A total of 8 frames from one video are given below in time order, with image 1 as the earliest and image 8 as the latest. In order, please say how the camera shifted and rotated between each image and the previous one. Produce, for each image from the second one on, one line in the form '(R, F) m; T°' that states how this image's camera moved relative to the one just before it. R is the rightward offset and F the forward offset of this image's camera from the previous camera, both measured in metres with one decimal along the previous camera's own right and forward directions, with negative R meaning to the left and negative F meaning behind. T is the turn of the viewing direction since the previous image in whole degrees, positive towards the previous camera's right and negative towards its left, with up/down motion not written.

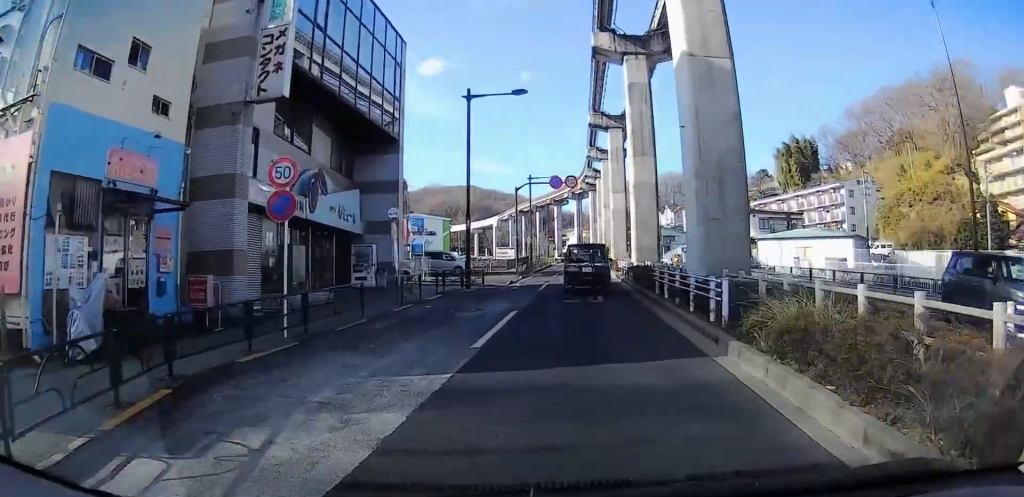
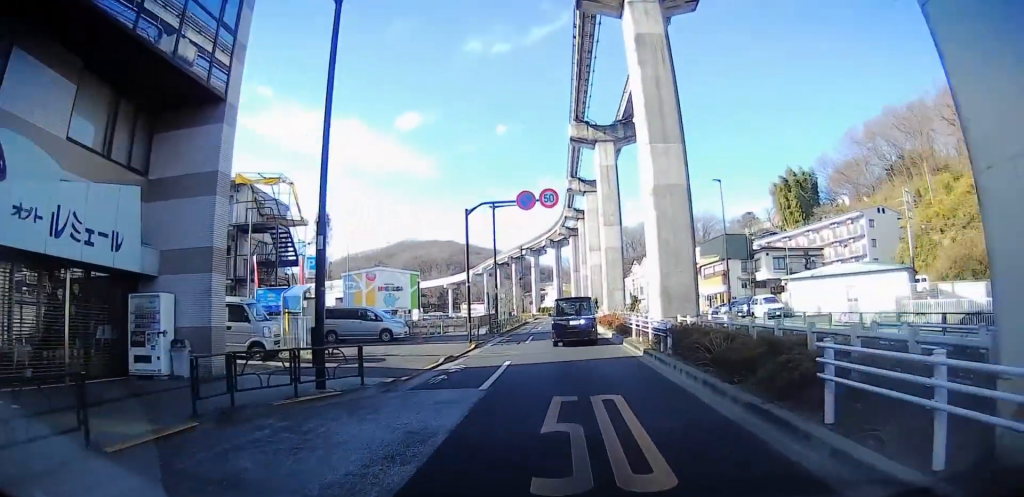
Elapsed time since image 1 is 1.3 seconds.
(0.0, +11.1) m; 0°
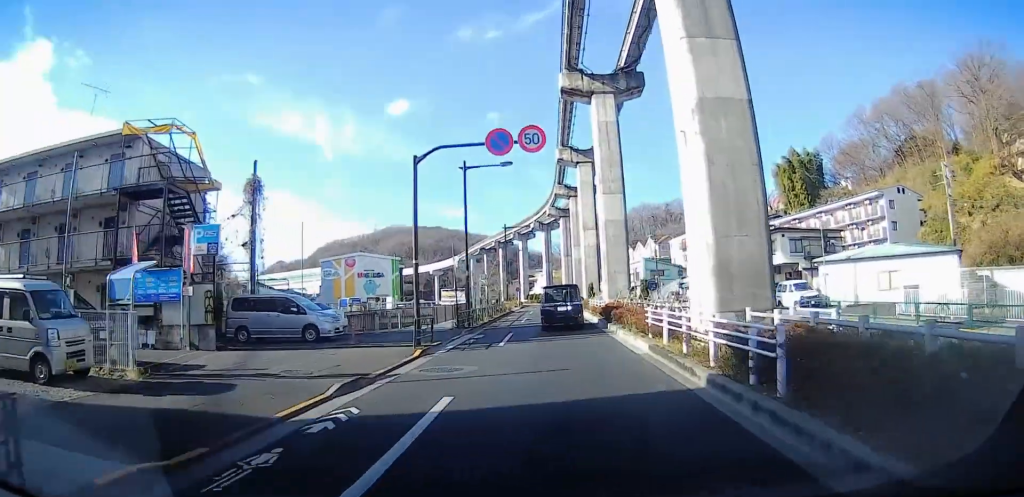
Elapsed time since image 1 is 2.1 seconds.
(0.0, +8.0) m; 0°
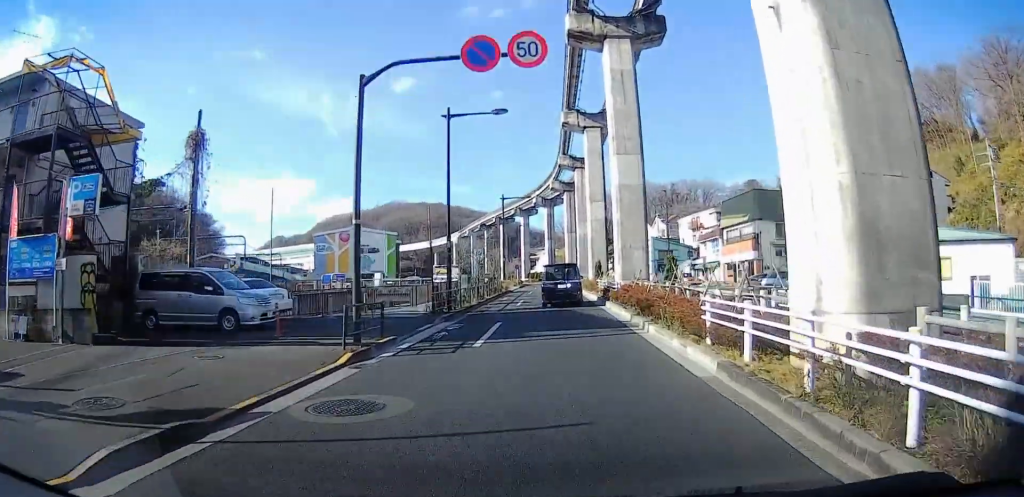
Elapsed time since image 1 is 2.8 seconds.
(0.0, +6.2) m; 0°
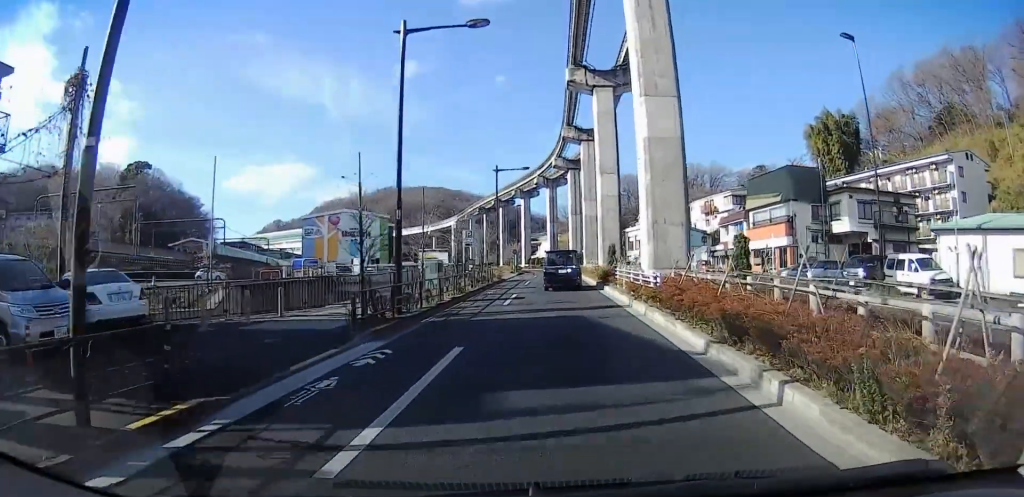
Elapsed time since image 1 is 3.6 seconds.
(0.0, +8.2) m; 0°
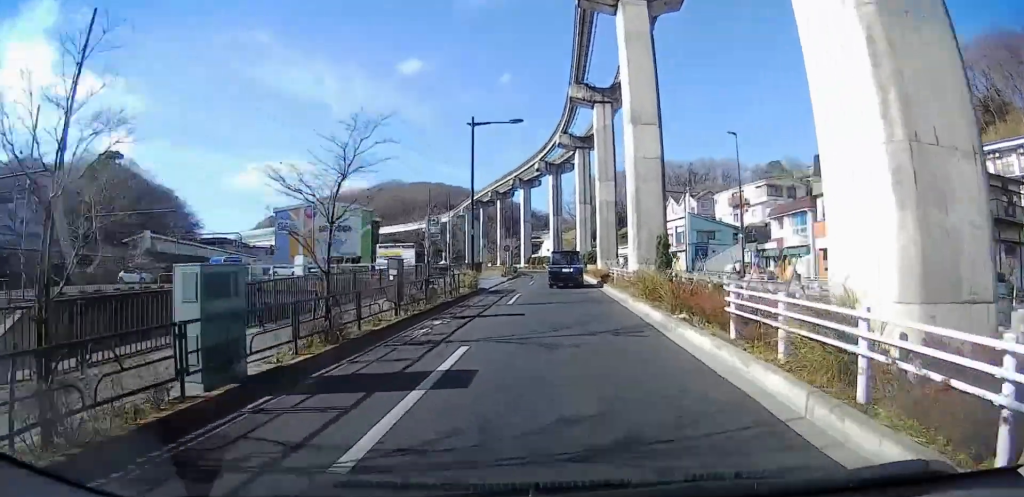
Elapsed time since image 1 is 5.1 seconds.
(0.0, +14.1) m; 0°
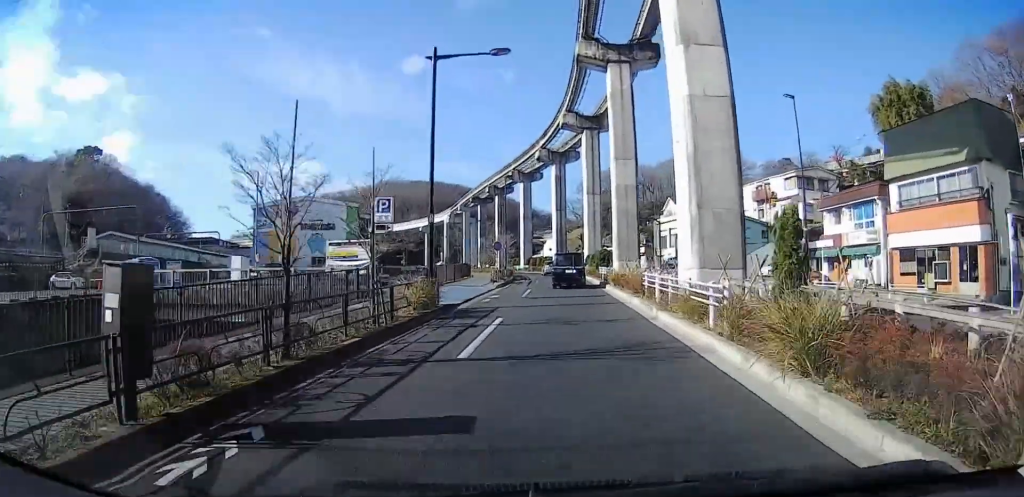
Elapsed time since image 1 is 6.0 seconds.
(0.0, +8.8) m; 0°
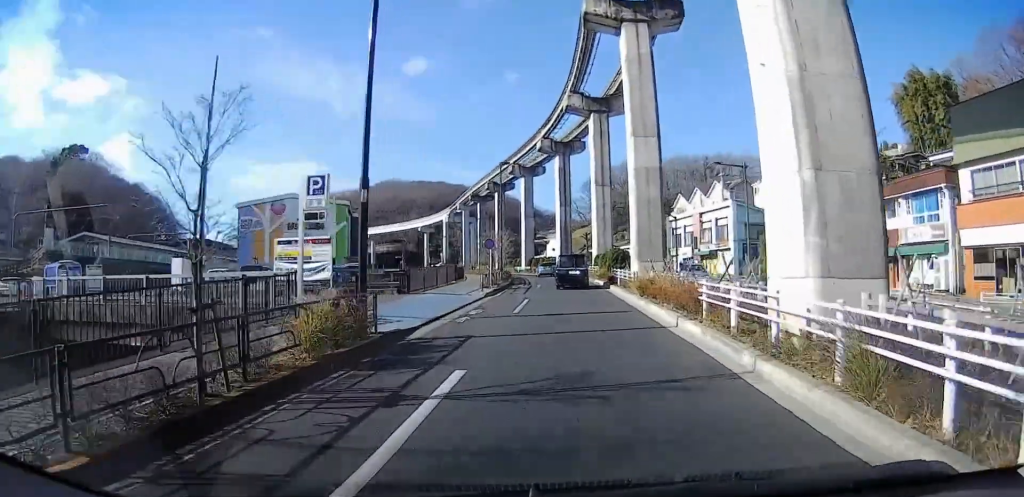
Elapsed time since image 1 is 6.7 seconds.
(0.0, +6.2) m; 0°
